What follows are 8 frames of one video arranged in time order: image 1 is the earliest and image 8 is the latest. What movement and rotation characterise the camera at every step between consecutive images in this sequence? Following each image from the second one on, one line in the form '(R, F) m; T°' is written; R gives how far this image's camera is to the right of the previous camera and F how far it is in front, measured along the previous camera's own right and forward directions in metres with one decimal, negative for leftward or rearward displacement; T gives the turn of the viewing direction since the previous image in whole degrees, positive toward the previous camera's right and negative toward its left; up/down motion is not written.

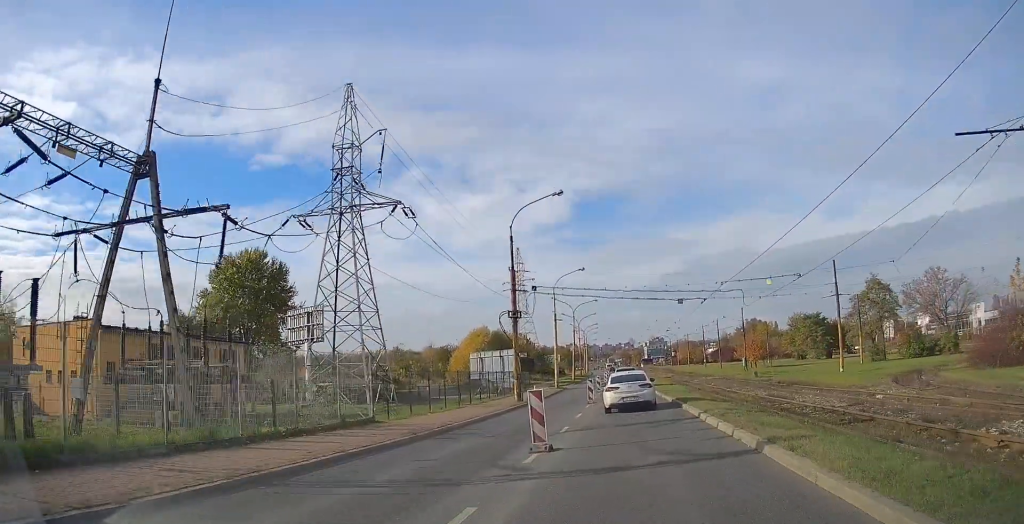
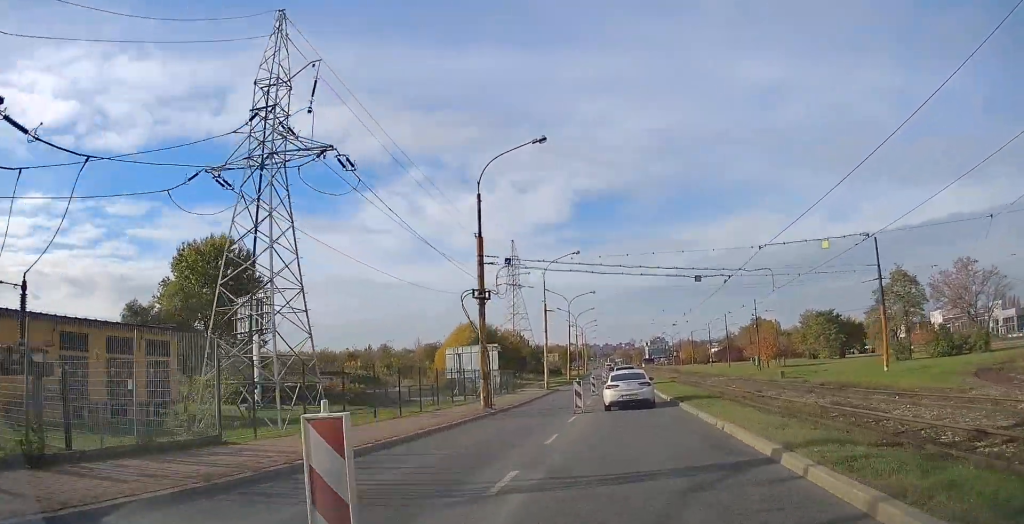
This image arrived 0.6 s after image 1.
(0.0, +8.9) m; 0°
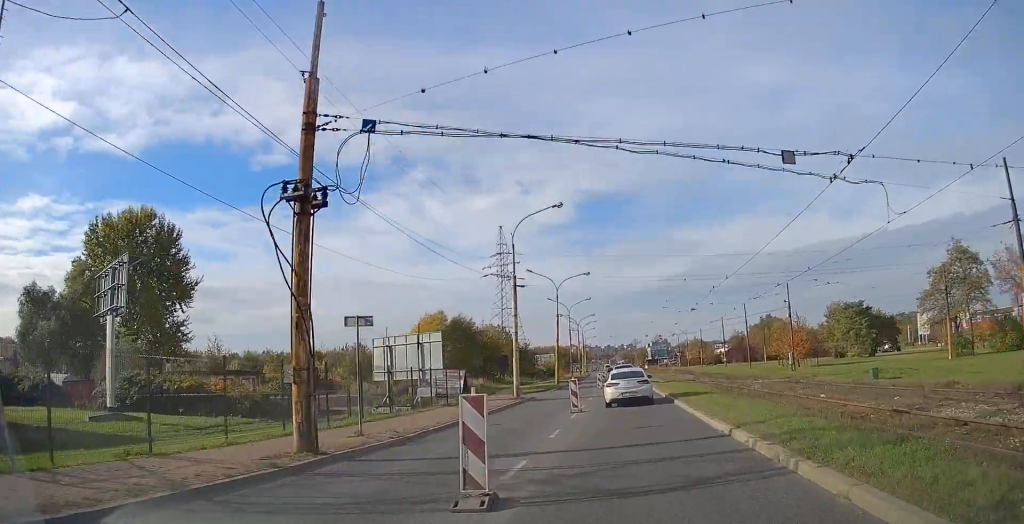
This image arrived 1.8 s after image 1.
(0.0, +16.6) m; -1°
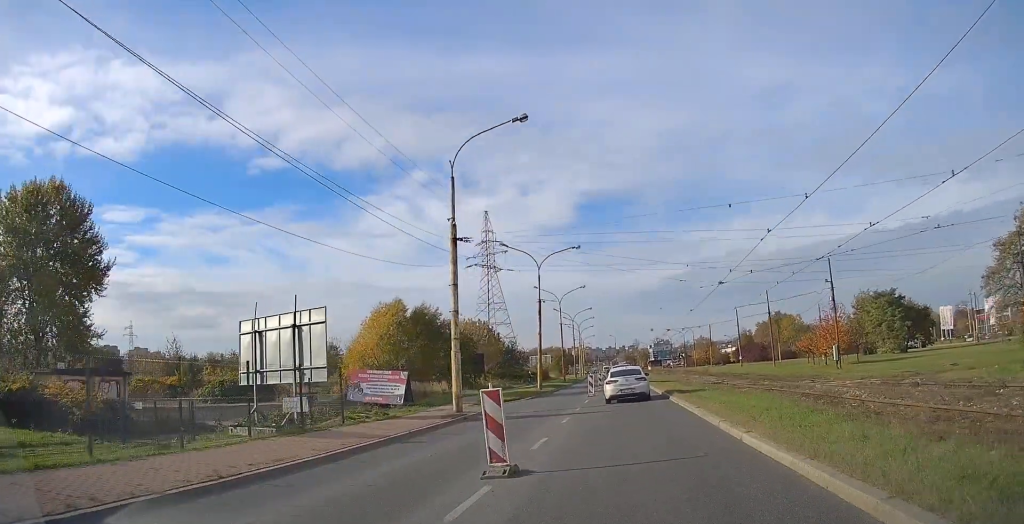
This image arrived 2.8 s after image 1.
(-0.4, +14.9) m; 0°
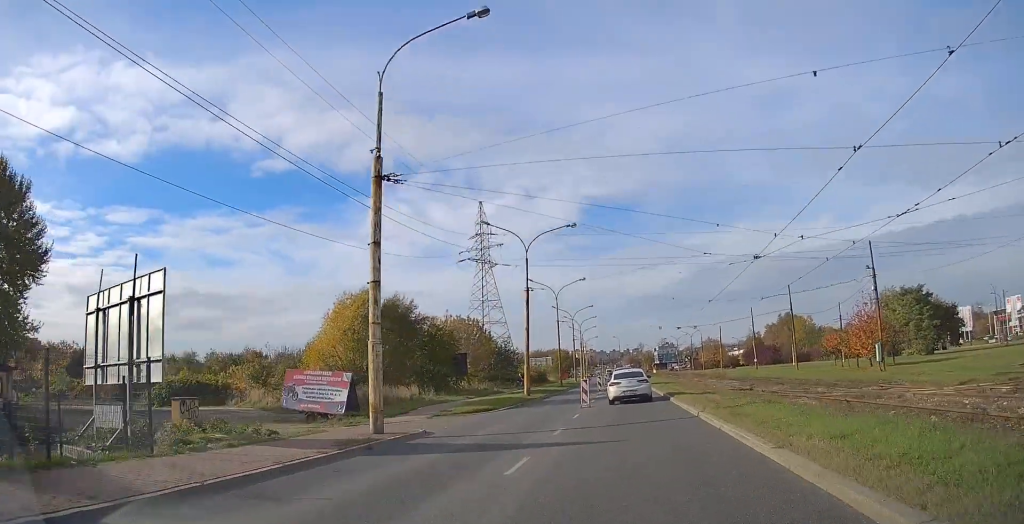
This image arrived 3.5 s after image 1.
(+0.2, +9.0) m; +1°
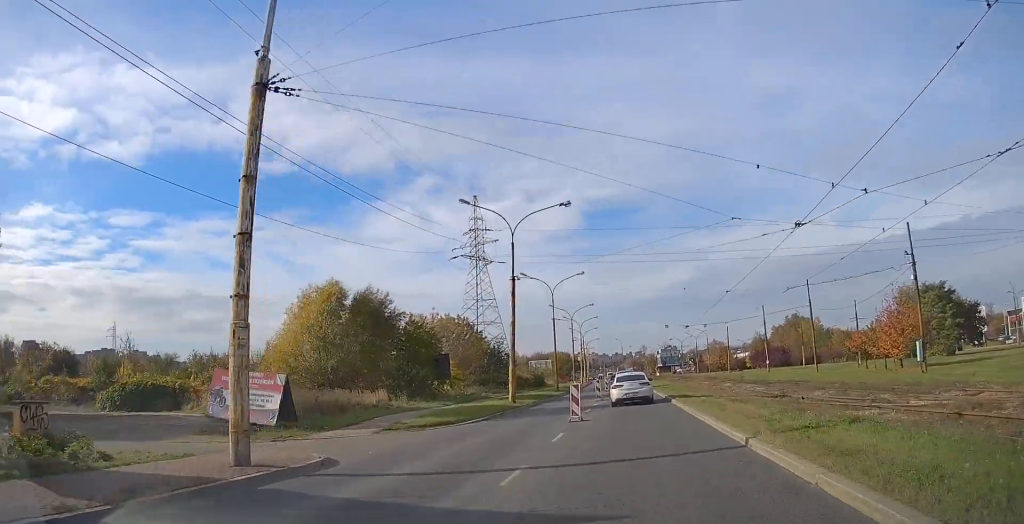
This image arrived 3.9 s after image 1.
(0.0, +6.6) m; 0°
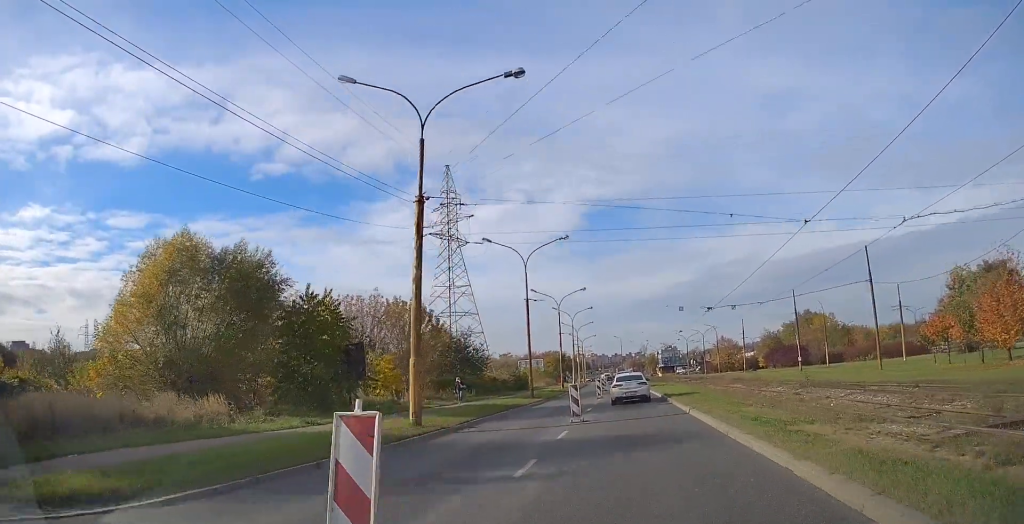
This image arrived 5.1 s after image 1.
(-0.2, +17.0) m; -1°
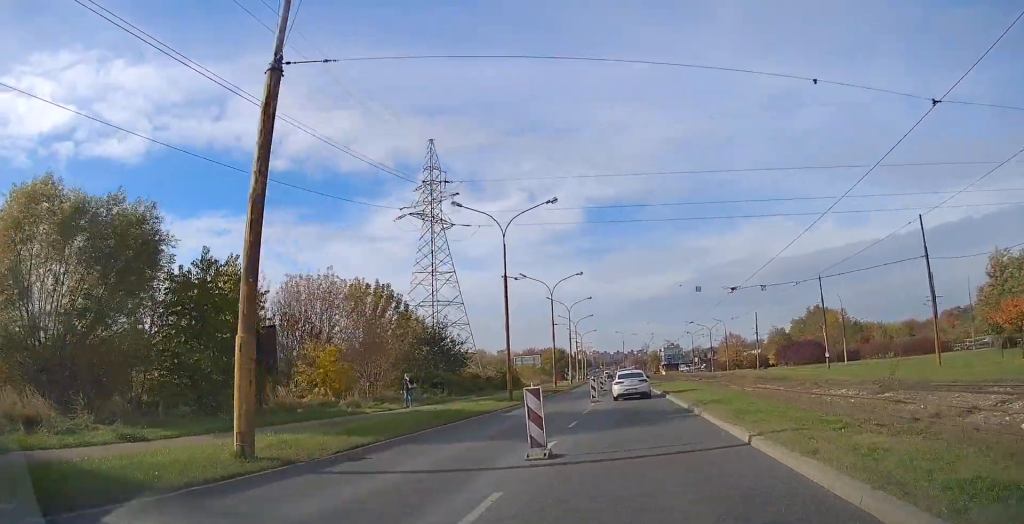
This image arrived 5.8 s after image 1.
(-0.3, +9.5) m; 0°
